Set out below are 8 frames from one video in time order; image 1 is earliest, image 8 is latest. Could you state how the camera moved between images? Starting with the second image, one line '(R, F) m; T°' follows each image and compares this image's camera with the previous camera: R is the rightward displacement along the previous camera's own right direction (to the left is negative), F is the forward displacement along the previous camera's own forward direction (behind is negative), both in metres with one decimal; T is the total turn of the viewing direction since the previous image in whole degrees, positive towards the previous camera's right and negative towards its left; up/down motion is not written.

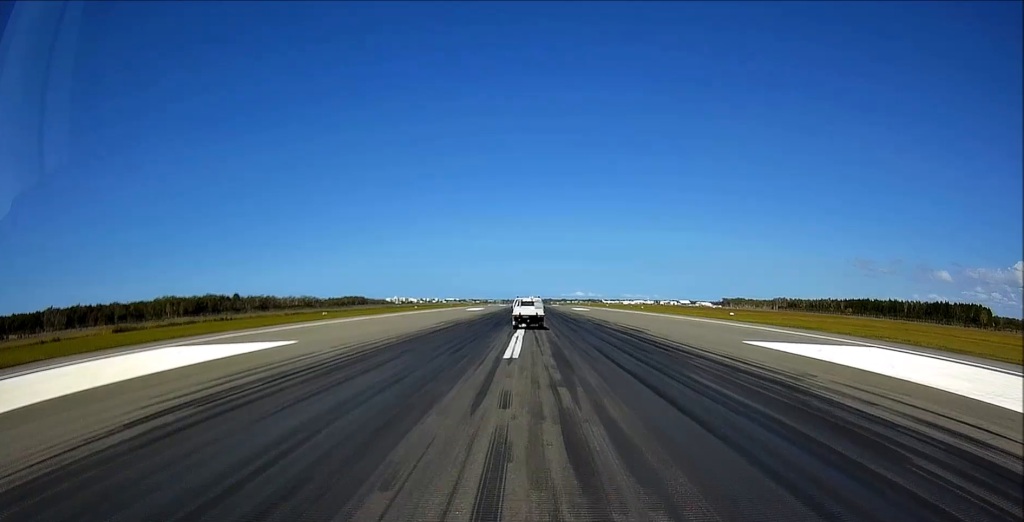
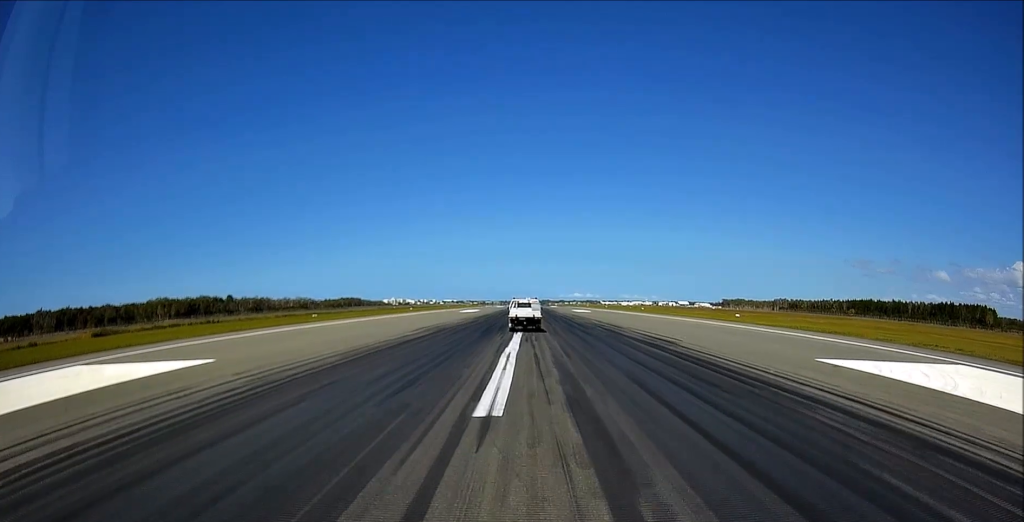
(+0.6, +8.6) m; +2°
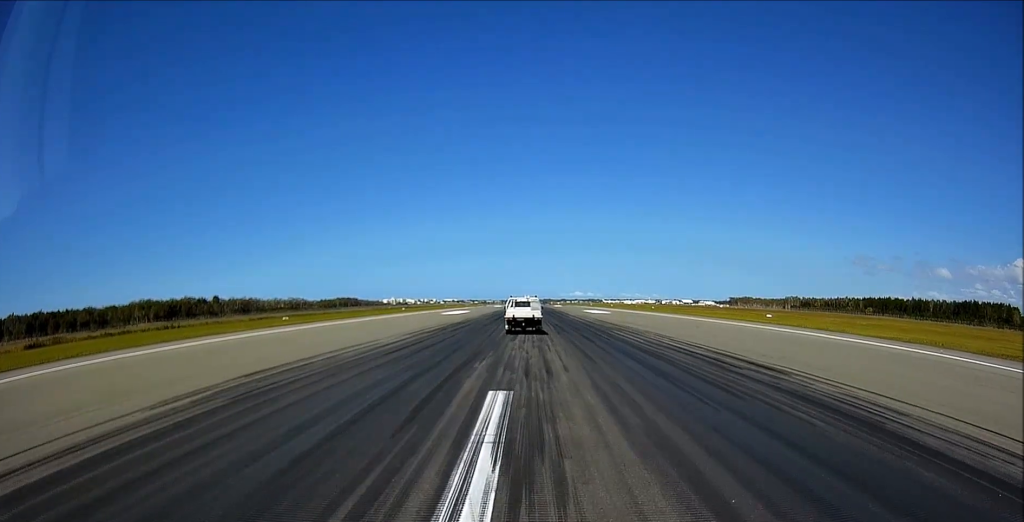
(-1.0, +28.7) m; -2°
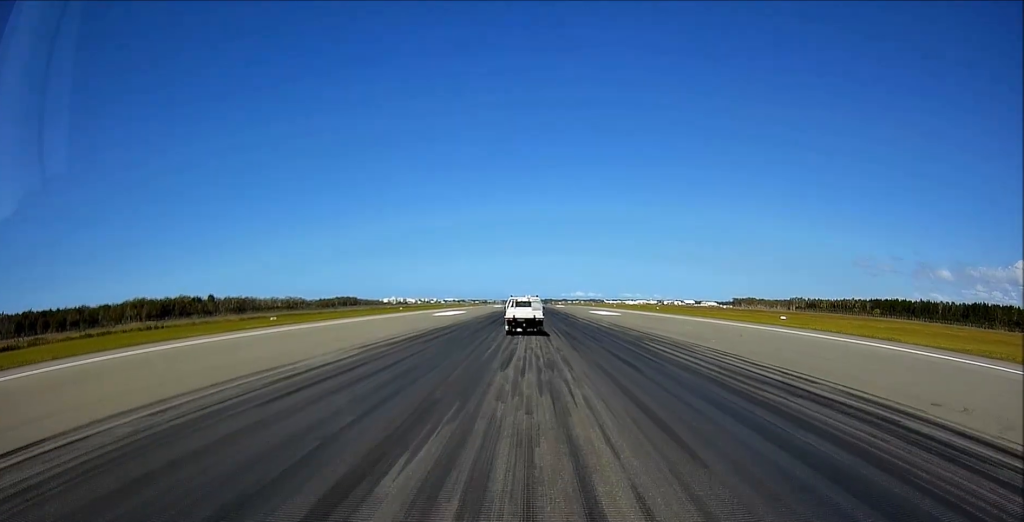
(-0.1, +10.7) m; -1°
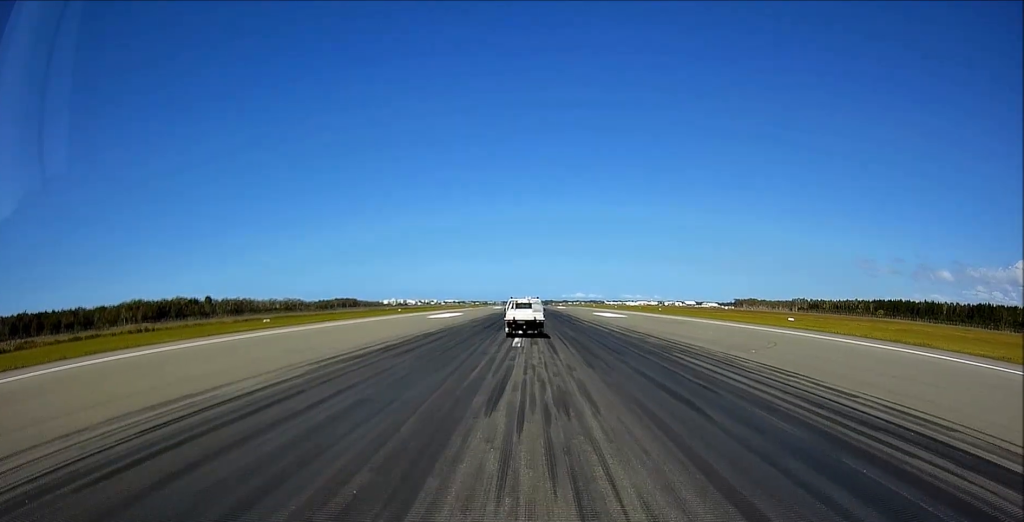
(-0.3, +5.5) m; 0°
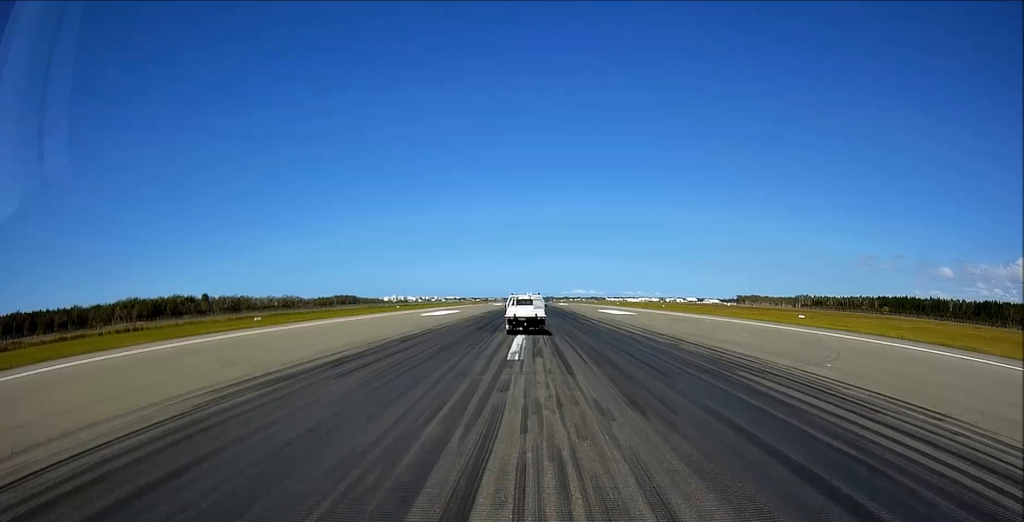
(+0.1, +6.9) m; +1°
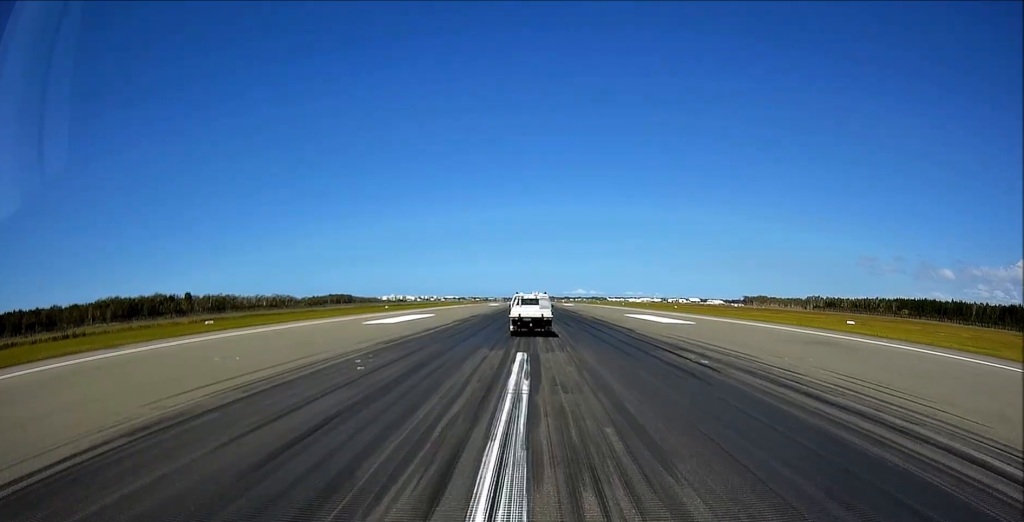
(+0.2, +29.5) m; -2°
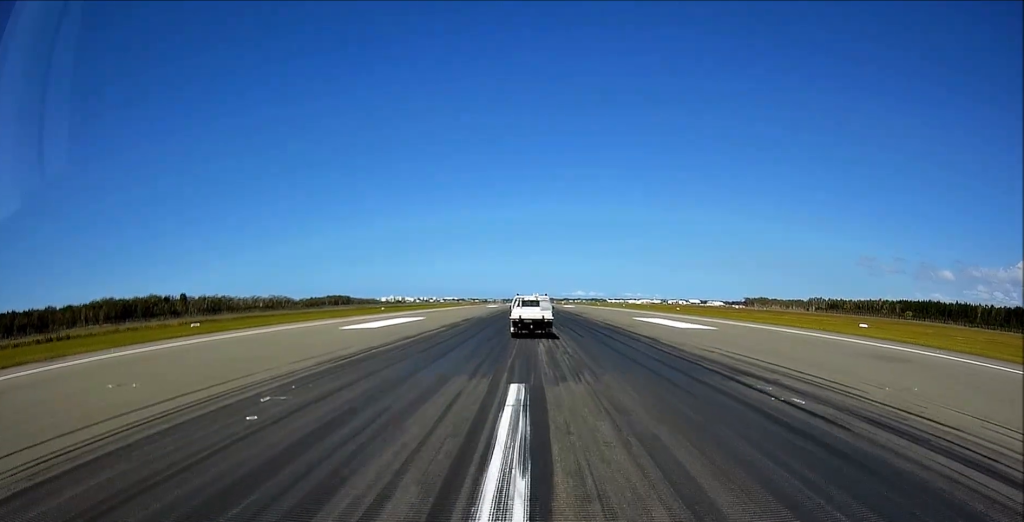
(0.0, +6.9) m; -1°
